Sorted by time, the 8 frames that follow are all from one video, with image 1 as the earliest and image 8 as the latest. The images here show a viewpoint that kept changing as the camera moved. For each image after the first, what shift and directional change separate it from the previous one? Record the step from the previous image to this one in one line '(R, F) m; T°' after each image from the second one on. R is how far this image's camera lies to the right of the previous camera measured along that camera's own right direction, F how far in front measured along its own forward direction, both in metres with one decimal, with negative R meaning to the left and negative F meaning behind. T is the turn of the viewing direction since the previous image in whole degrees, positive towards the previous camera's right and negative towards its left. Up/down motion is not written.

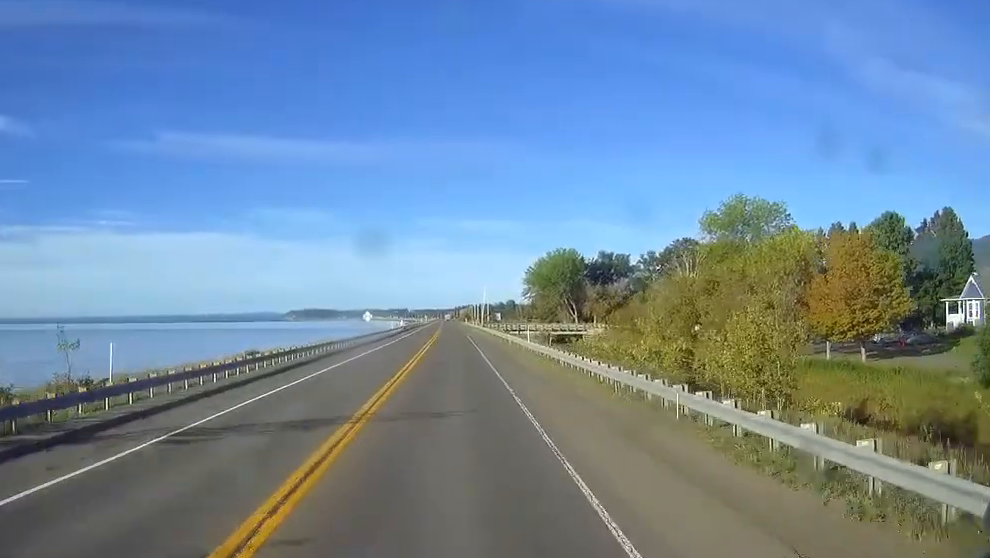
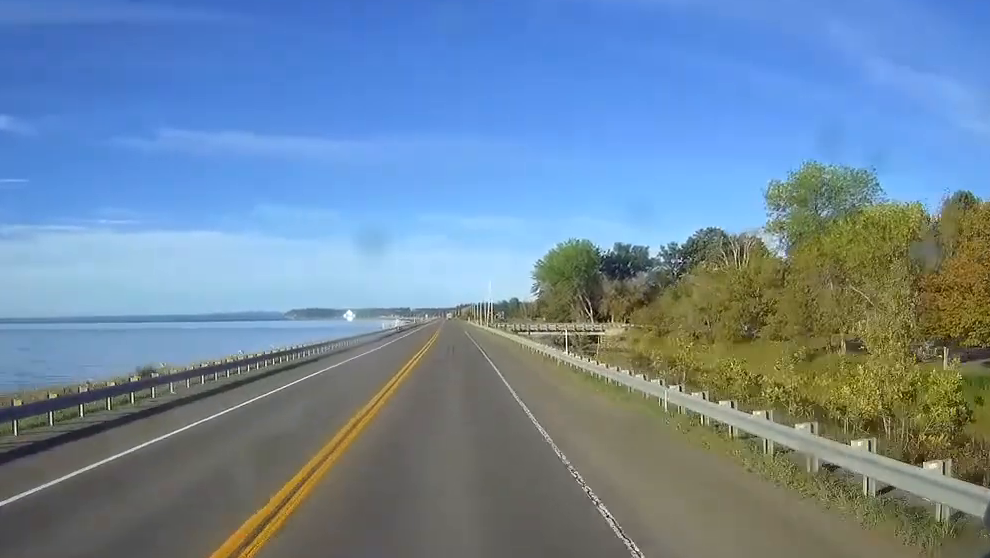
(0.0, +18.7) m; 0°
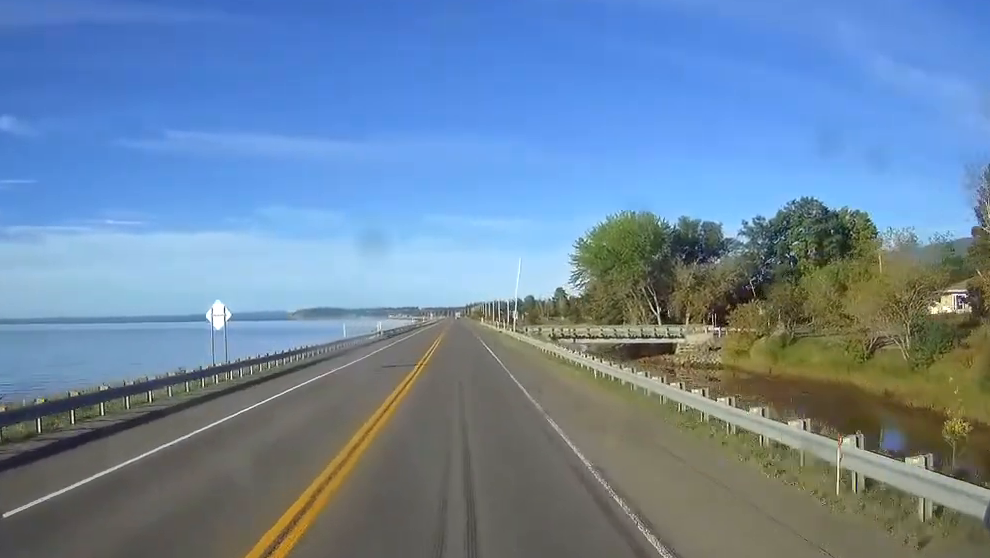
(-0.3, +48.3) m; -1°
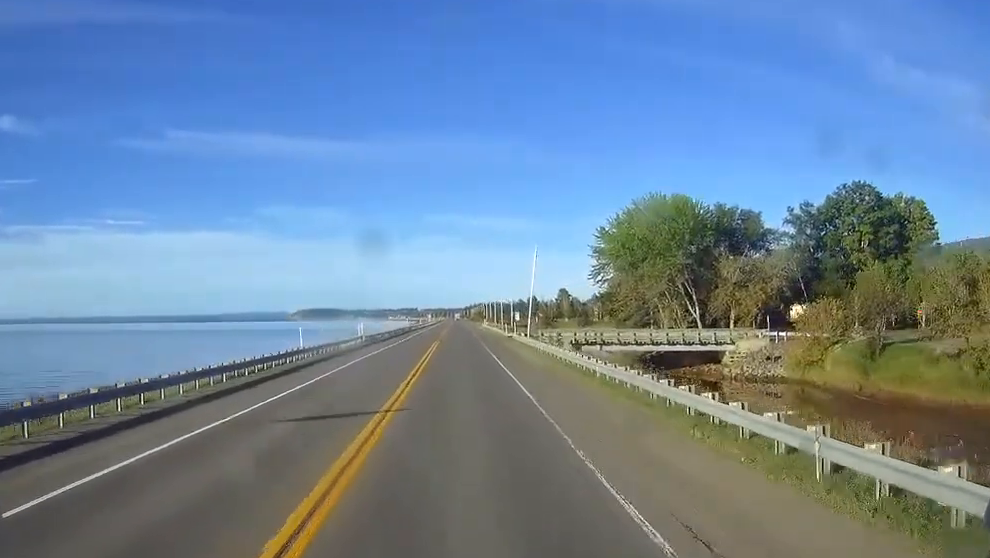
(-0.1, +19.6) m; 0°
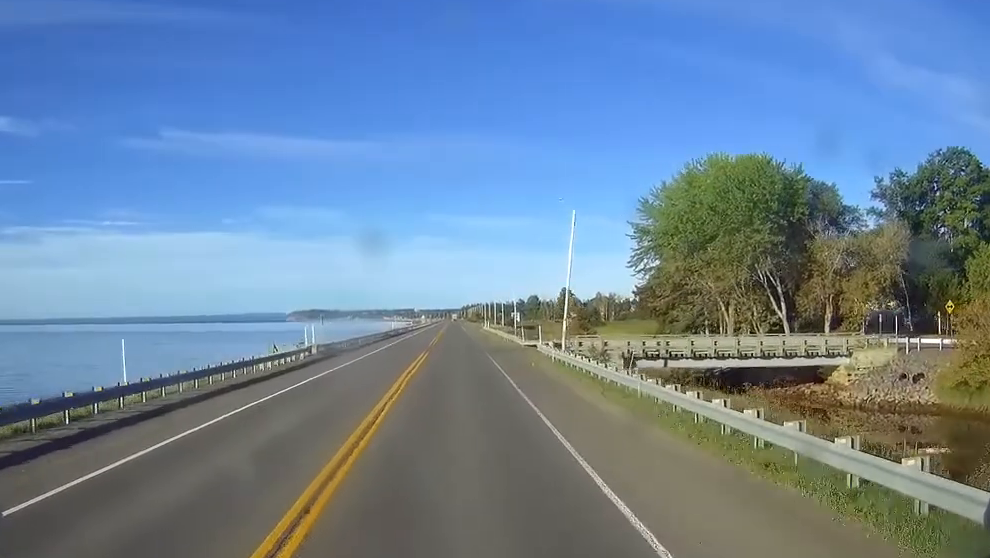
(0.0, +27.6) m; 0°
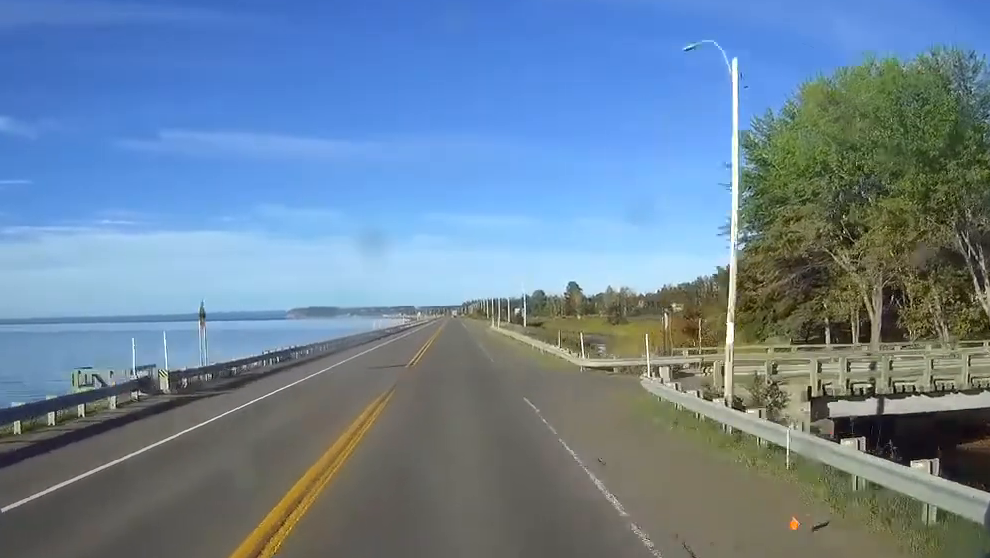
(0.0, +30.7) m; 0°
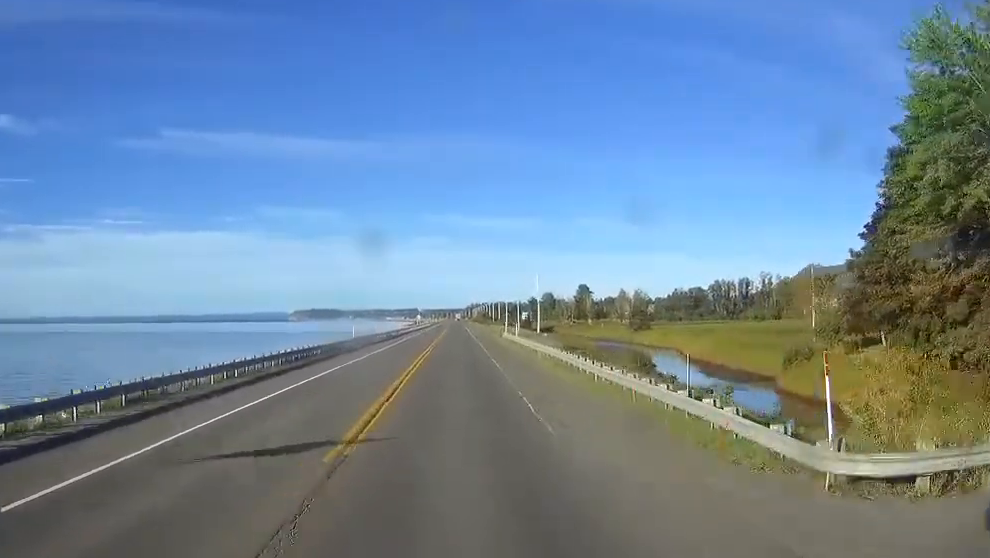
(0.0, +23.0) m; 0°
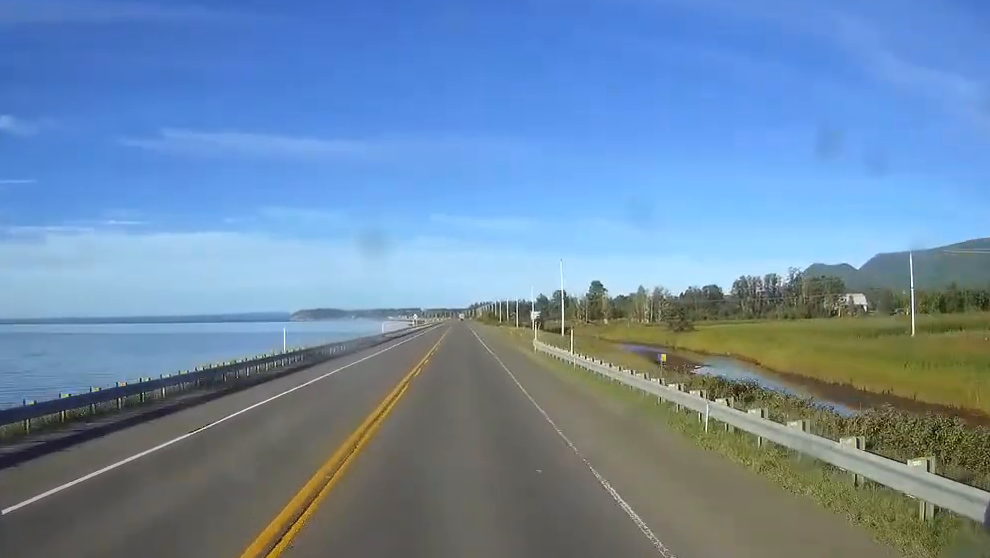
(0.0, +33.2) m; 0°
